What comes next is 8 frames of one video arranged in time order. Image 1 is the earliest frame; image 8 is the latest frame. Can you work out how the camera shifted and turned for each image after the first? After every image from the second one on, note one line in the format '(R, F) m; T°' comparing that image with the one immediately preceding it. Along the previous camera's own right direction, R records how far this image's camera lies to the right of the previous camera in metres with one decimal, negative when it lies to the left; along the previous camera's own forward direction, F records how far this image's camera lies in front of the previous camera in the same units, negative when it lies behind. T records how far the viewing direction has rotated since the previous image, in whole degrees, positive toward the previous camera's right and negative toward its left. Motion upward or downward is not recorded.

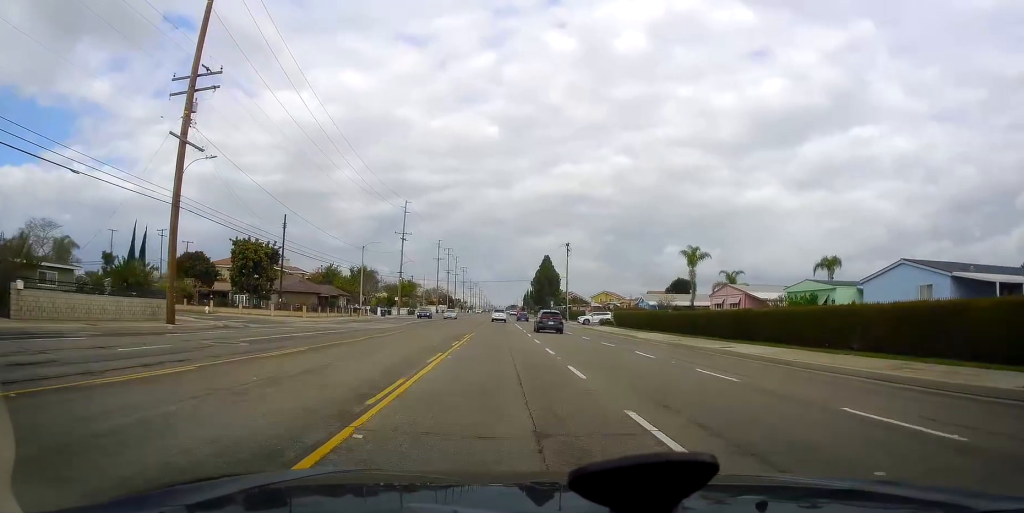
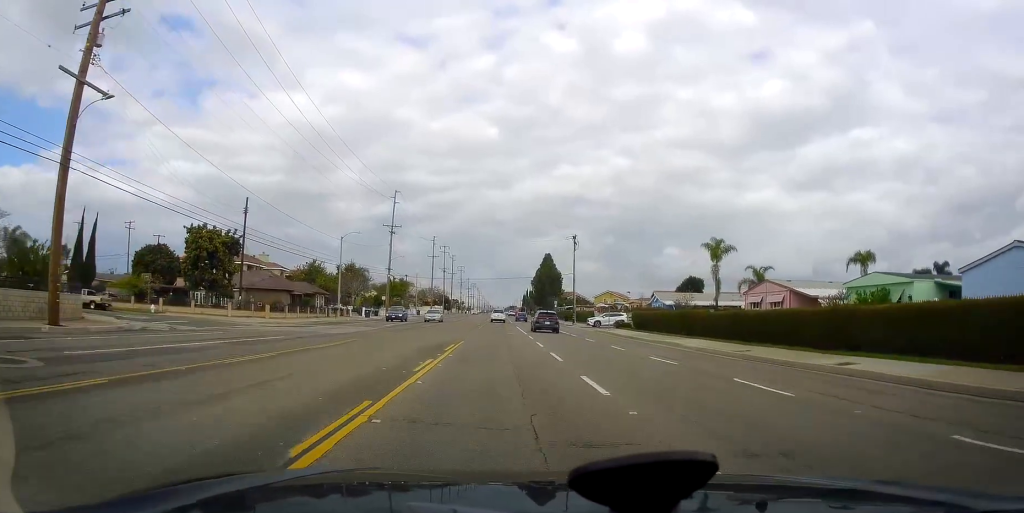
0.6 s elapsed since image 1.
(0.0, +10.1) m; 0°
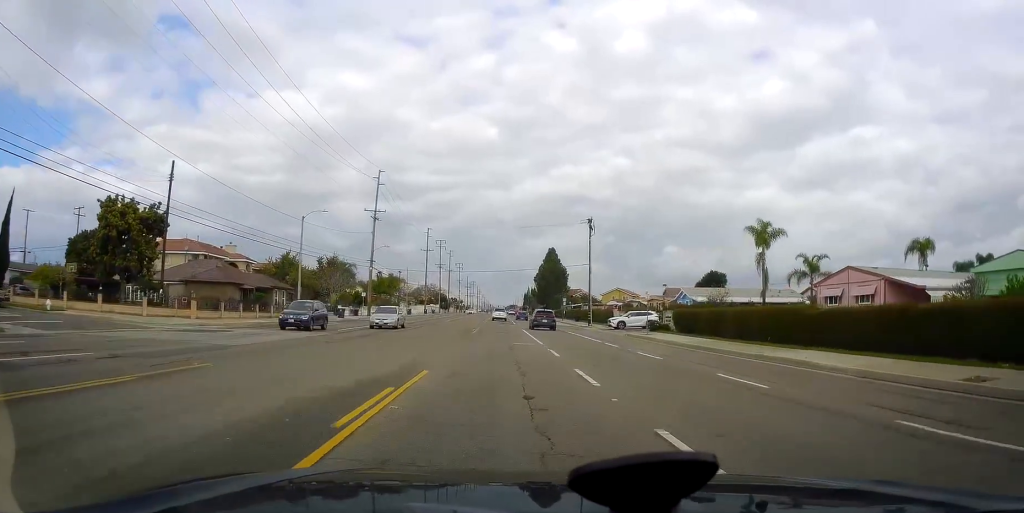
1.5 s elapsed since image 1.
(0.0, +13.9) m; 0°
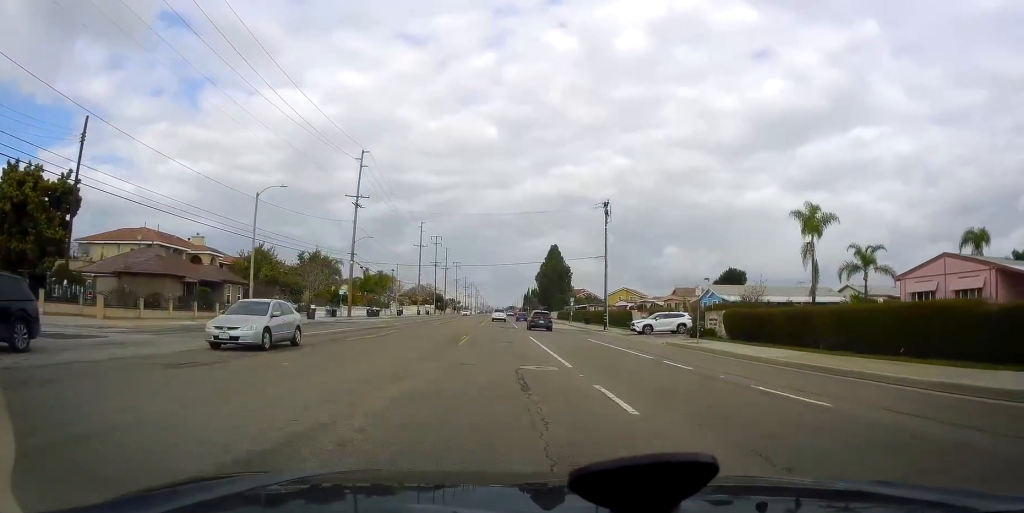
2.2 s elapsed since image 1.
(0.0, +10.7) m; 0°
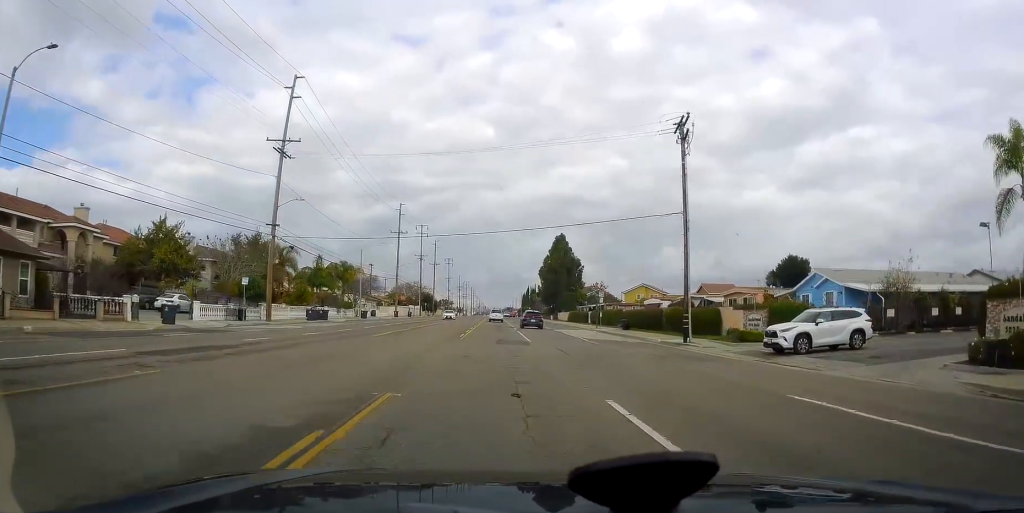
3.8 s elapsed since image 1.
(0.0, +25.4) m; 0°
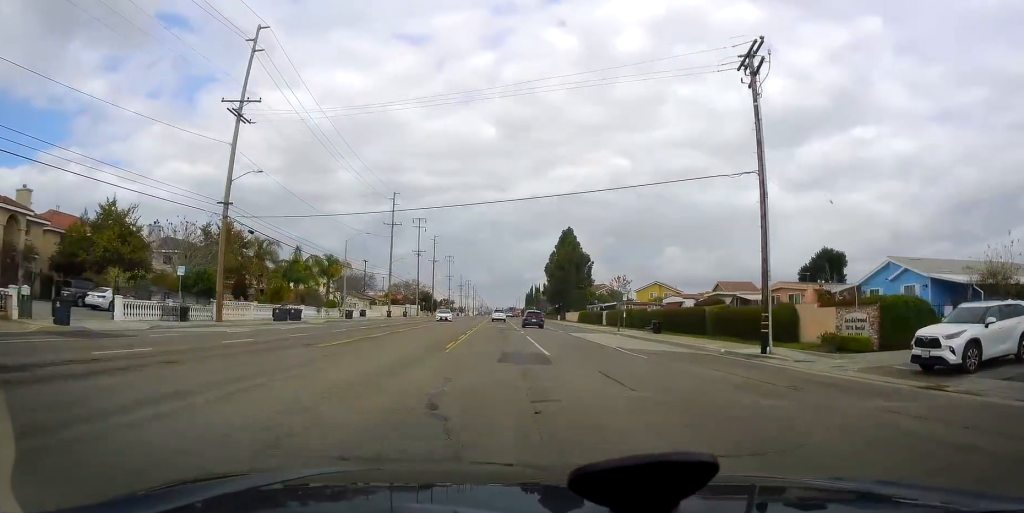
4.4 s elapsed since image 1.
(0.0, +9.5) m; 0°
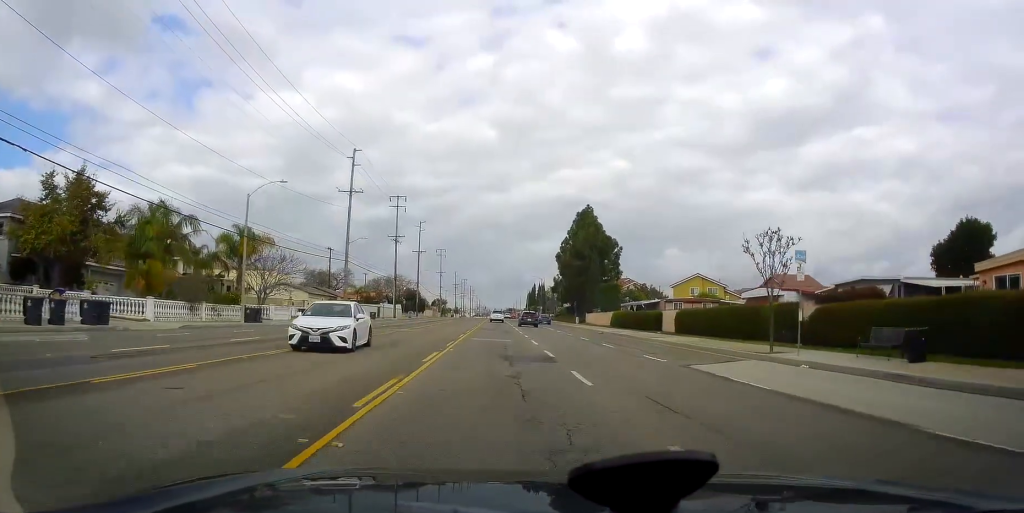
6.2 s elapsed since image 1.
(-0.7, +28.6) m; -2°
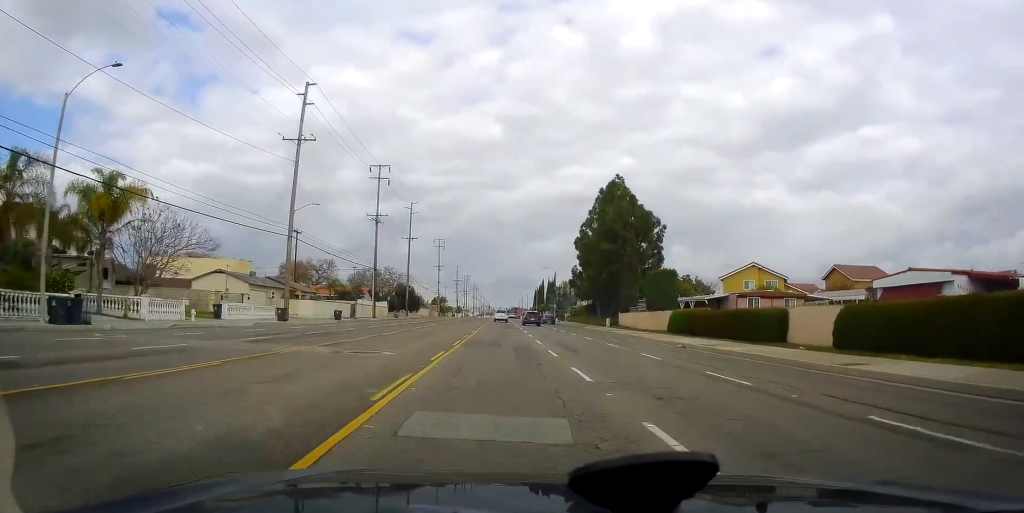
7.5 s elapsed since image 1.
(+0.5, +21.4) m; +2°
